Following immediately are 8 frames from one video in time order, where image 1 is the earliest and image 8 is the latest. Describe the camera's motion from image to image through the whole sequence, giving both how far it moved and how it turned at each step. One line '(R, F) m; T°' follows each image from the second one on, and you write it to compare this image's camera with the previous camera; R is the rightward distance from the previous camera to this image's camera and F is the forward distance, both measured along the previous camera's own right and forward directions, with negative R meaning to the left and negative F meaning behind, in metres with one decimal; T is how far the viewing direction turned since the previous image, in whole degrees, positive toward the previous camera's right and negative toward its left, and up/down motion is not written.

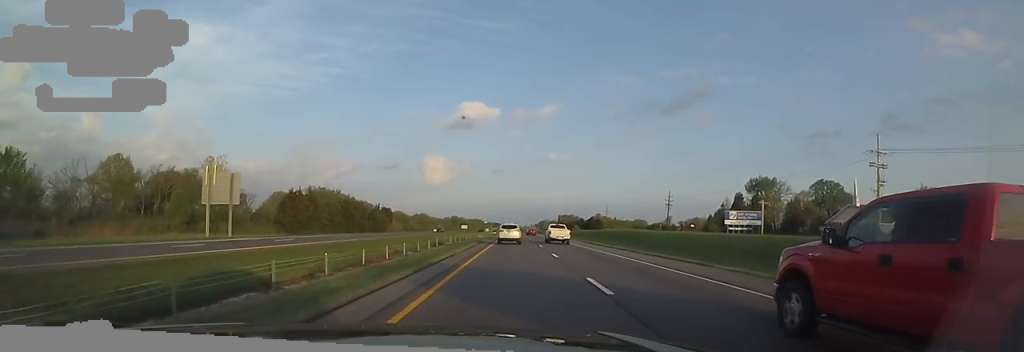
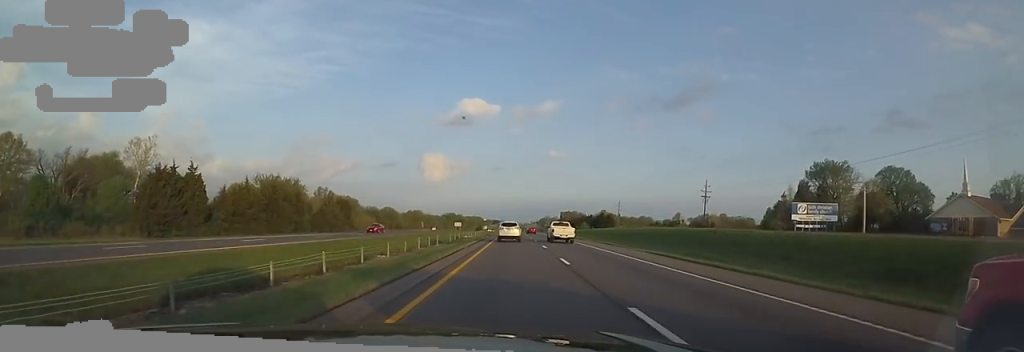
(+0.1, +29.4) m; -2°
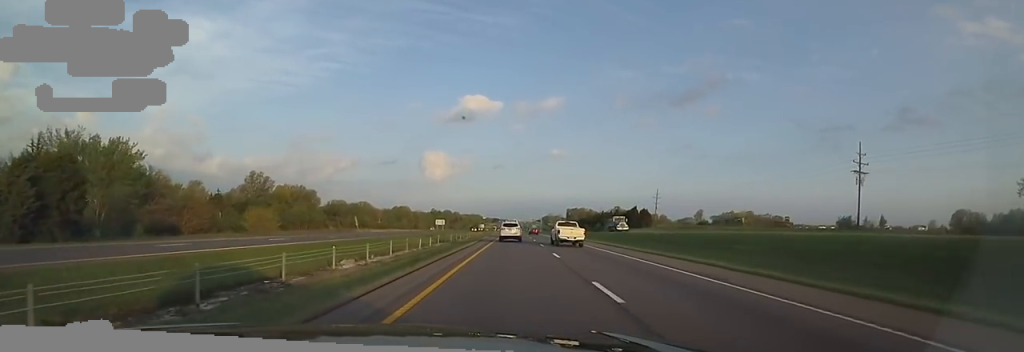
(-0.5, +57.4) m; +3°
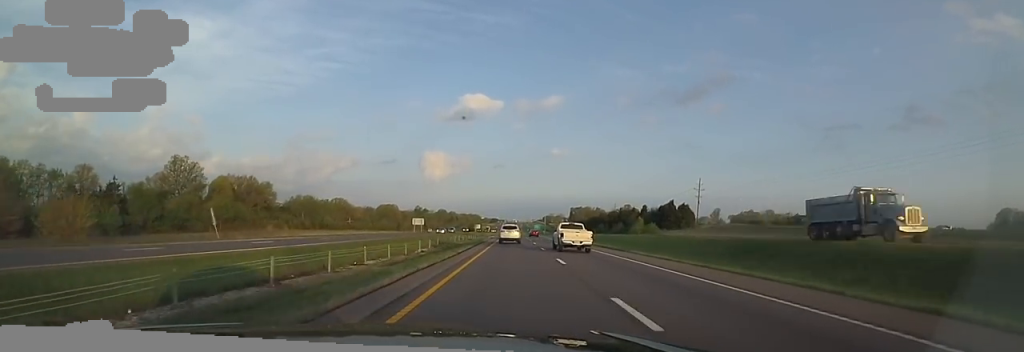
(+0.2, +38.1) m; -3°
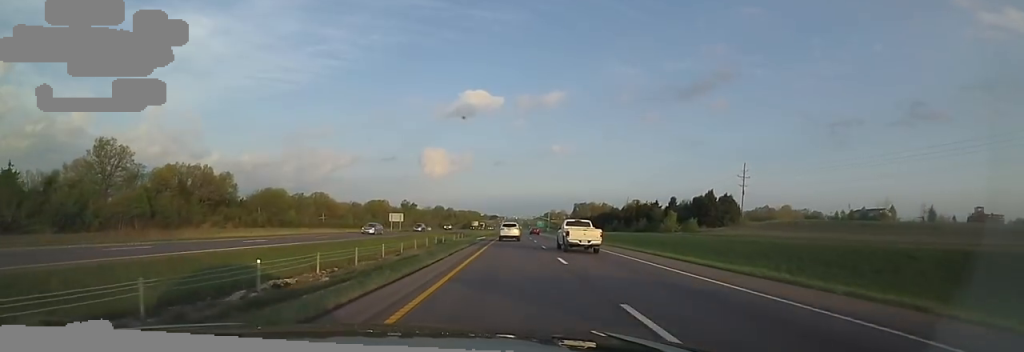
(-1.6, +24.9) m; -1°
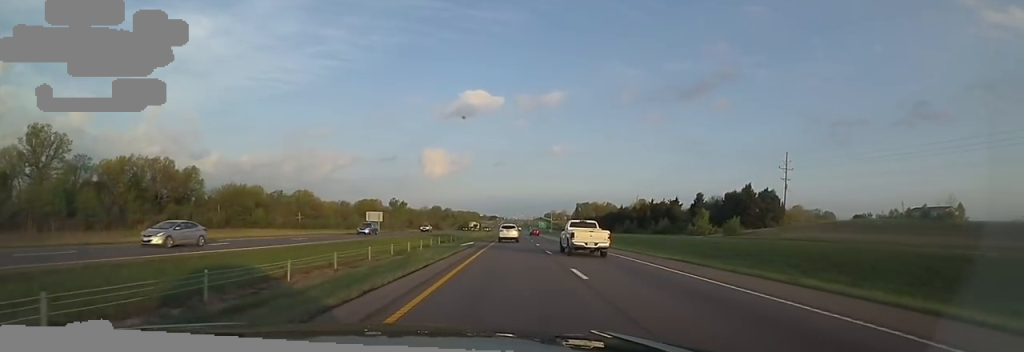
(+0.7, +16.8) m; +1°
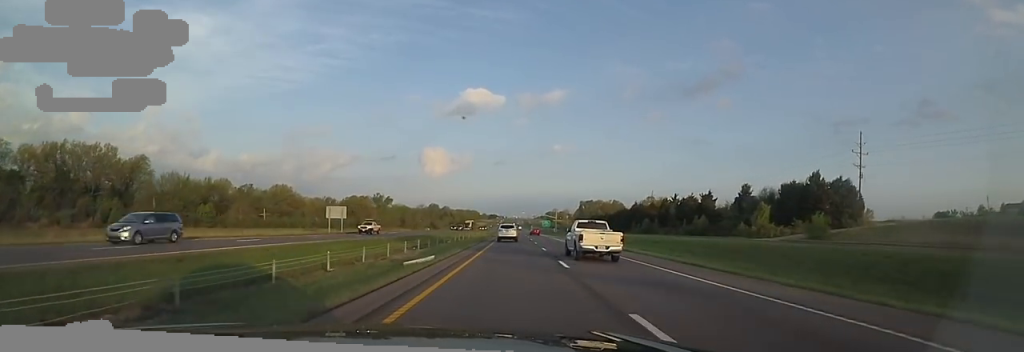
(+0.4, +20.1) m; +1°
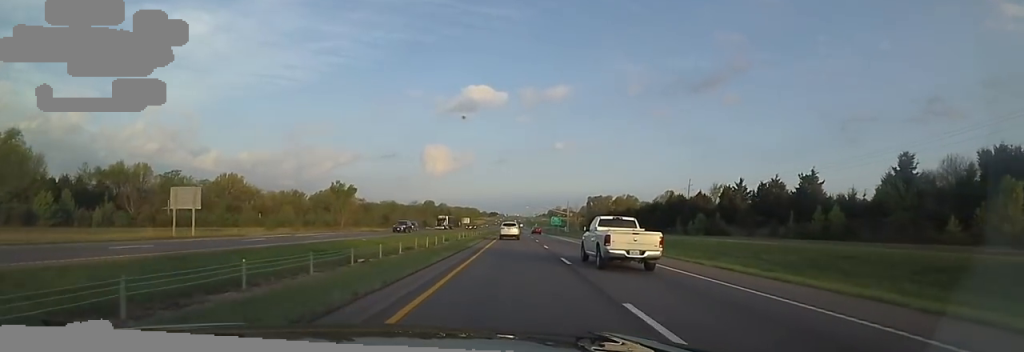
(+0.1, +36.2) m; 0°
